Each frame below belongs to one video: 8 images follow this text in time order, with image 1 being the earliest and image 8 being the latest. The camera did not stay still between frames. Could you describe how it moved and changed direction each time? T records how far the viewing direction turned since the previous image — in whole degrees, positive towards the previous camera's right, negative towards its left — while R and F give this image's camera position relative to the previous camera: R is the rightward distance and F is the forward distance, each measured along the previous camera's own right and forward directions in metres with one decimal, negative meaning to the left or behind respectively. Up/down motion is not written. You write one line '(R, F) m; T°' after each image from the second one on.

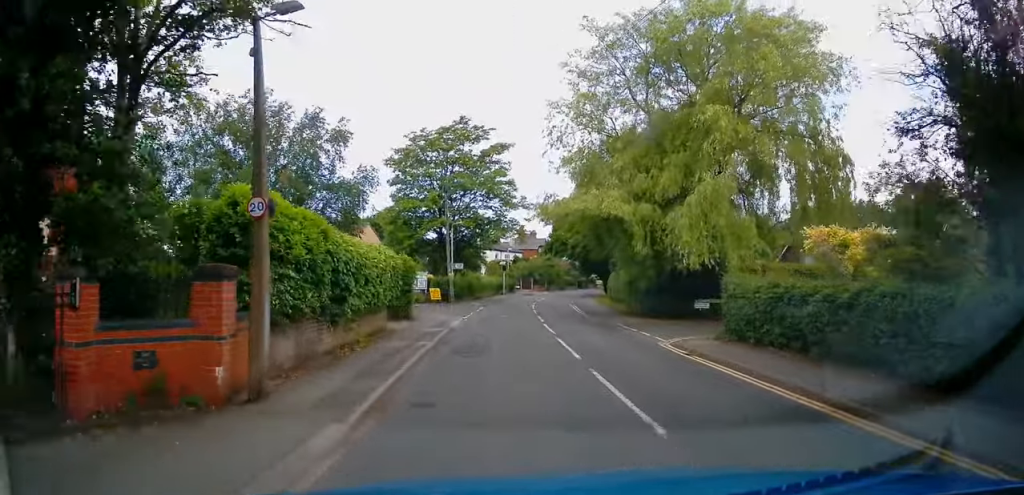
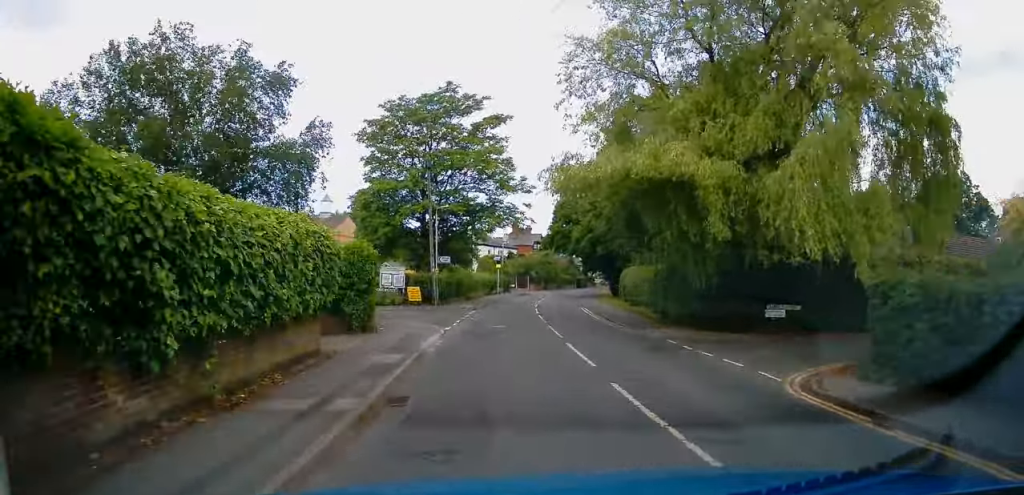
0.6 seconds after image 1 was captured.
(+0.2, +7.5) m; +1°
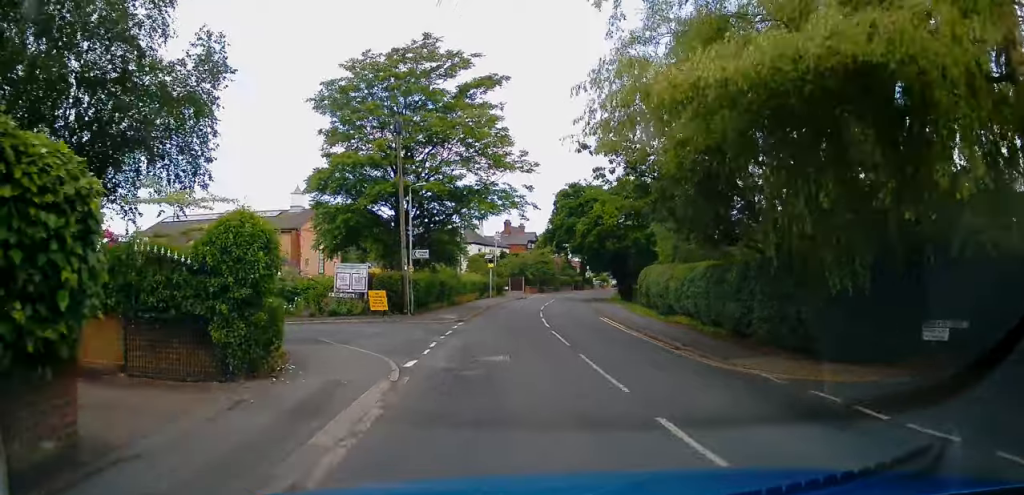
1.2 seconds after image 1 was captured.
(+0.2, +7.6) m; +1°
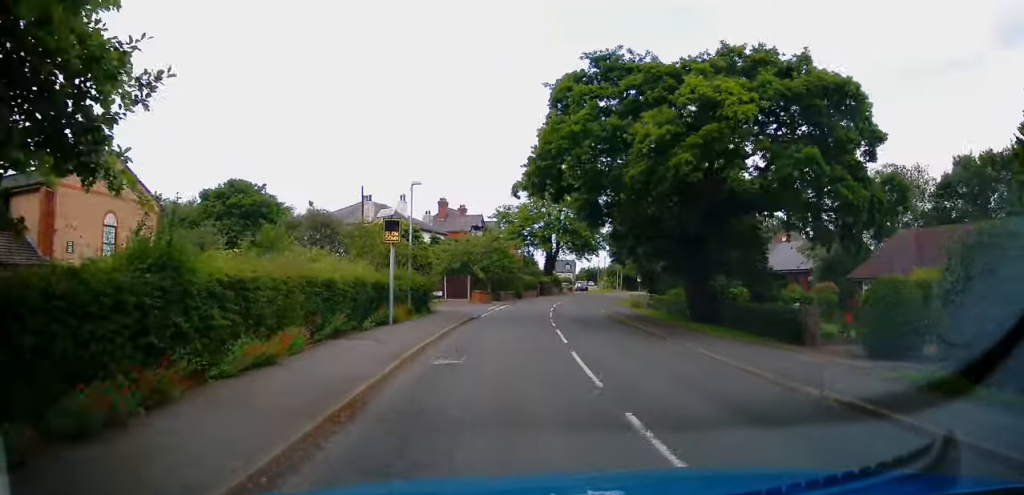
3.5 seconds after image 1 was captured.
(+1.6, +30.0) m; +7°
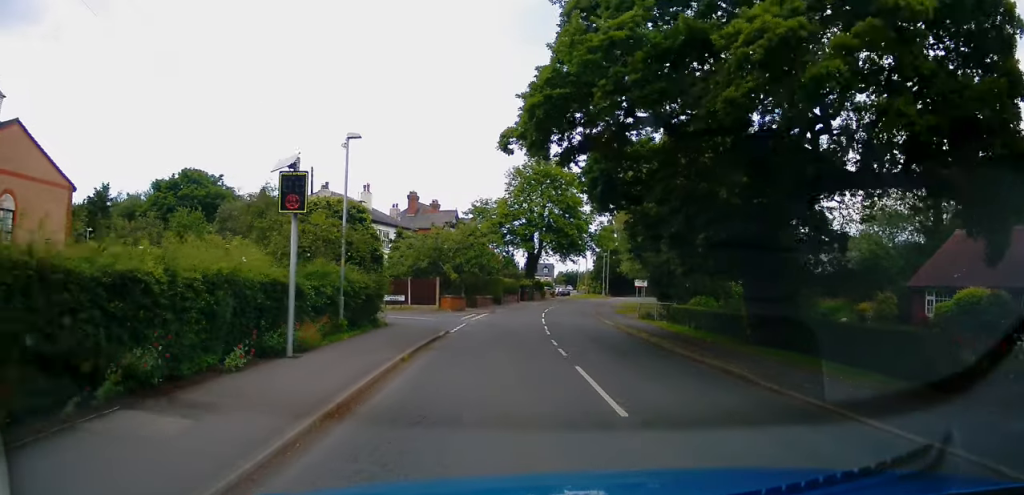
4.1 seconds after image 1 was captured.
(-0.1, +7.8) m; +2°
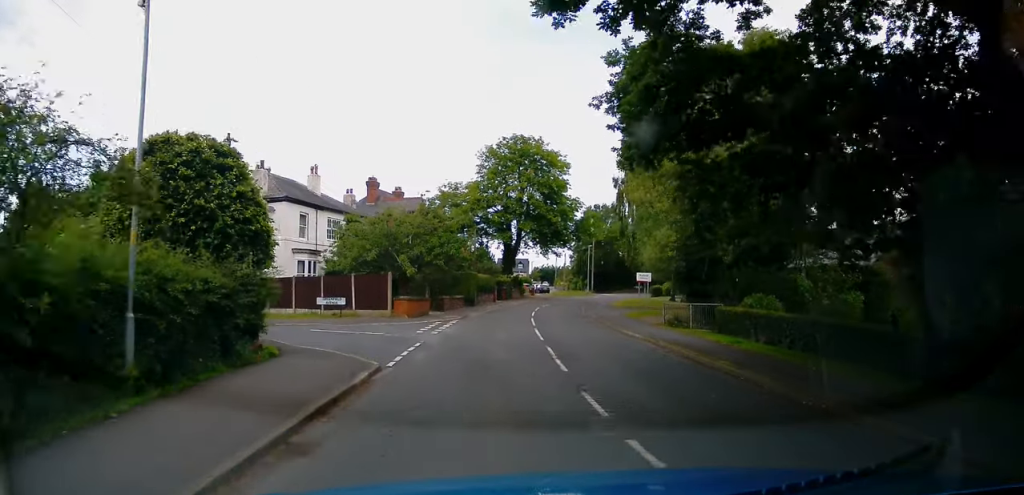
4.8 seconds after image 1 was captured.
(+0.3, +9.0) m; +2°
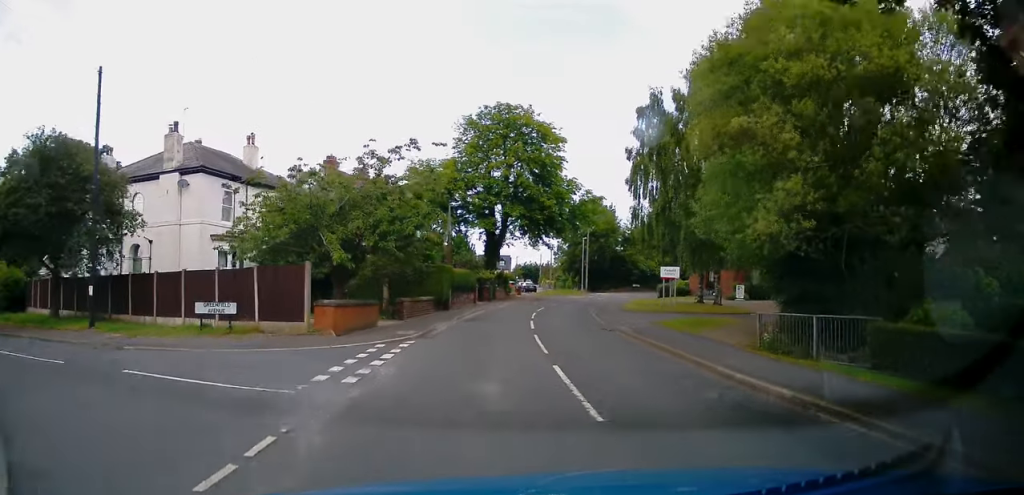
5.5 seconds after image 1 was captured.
(+0.2, +9.6) m; +2°
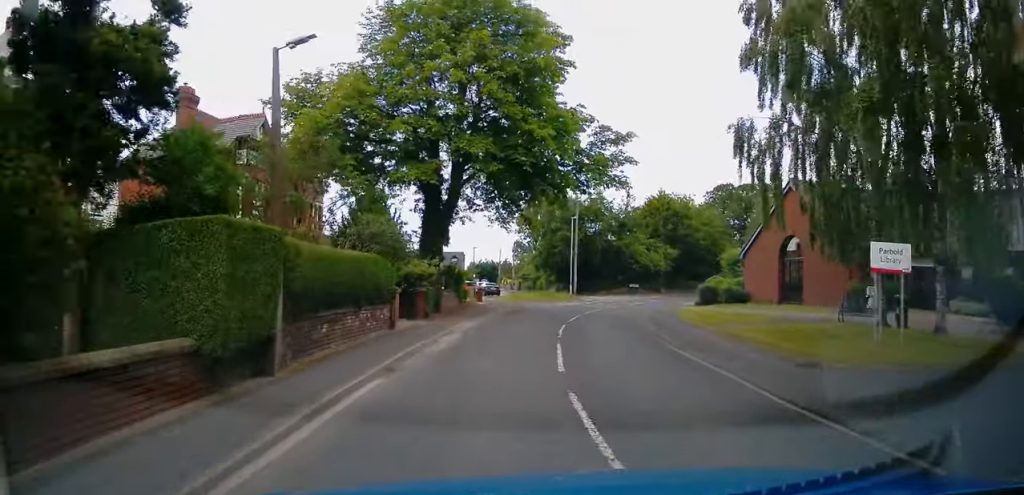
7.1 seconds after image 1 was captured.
(+1.0, +21.2) m; +6°
